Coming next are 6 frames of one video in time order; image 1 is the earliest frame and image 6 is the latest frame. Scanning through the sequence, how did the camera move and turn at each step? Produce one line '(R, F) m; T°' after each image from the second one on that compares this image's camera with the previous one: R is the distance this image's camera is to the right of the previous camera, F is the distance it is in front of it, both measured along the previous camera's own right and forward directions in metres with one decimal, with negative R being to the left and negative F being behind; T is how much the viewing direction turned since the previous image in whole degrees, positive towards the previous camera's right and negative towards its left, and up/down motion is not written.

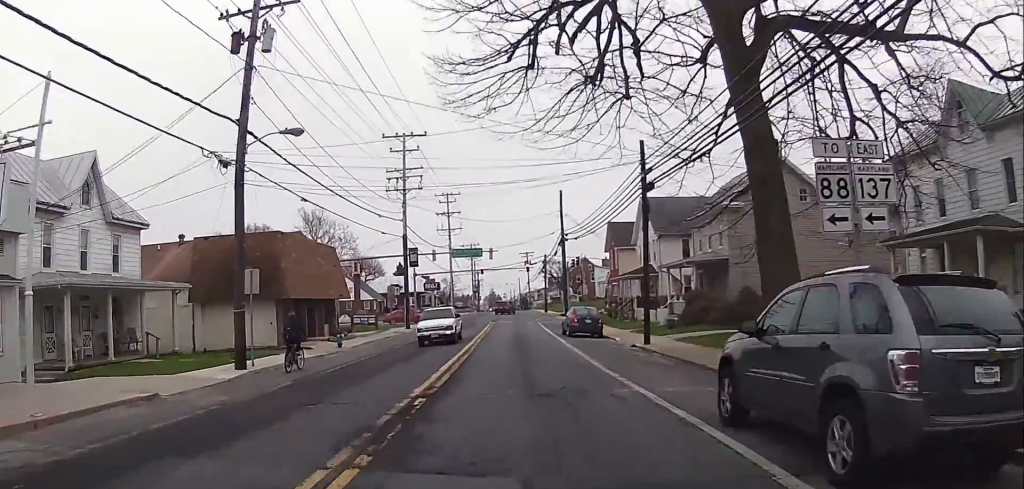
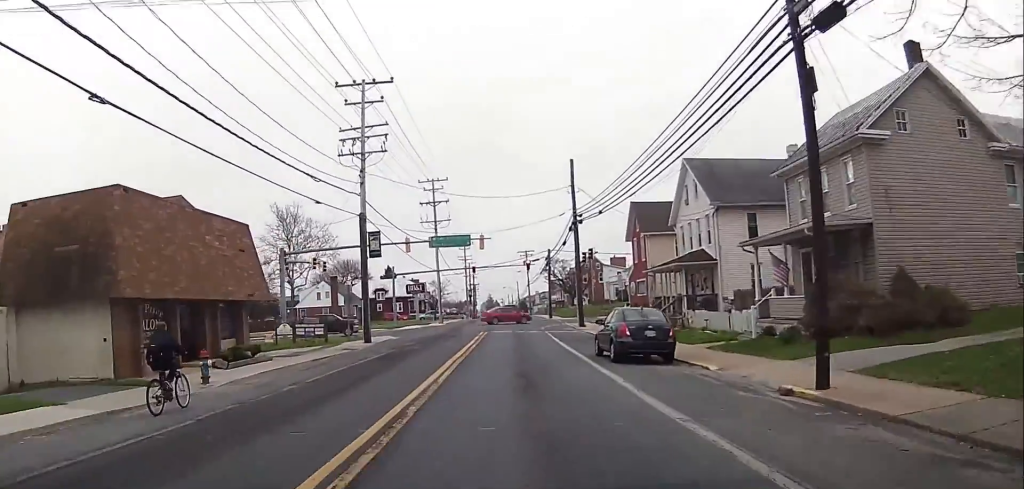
(+0.3, +15.4) m; +3°
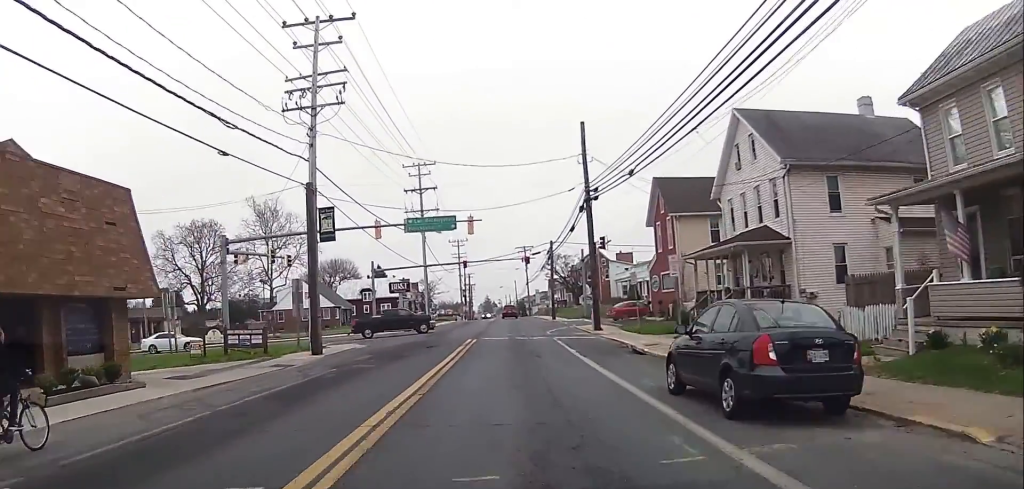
(+0.2, +10.7) m; +1°
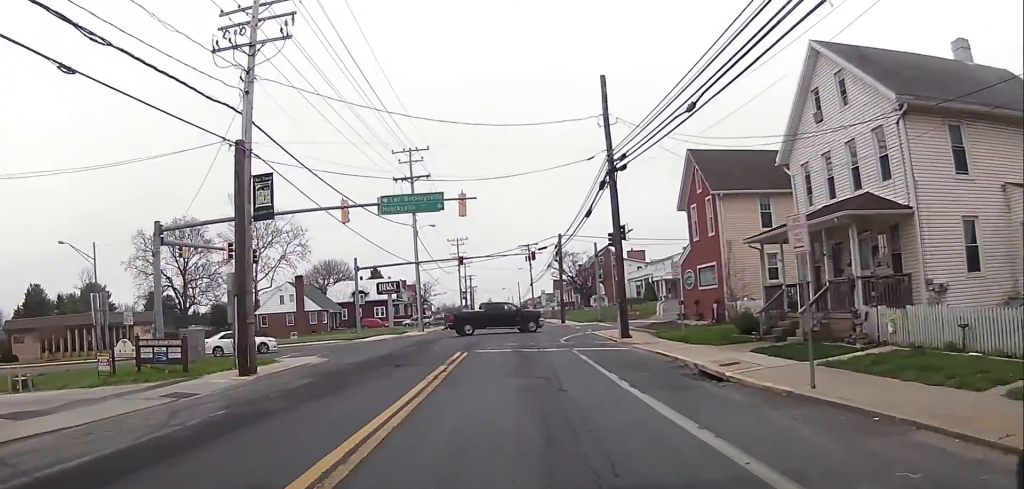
(0.0, +9.2) m; -1°
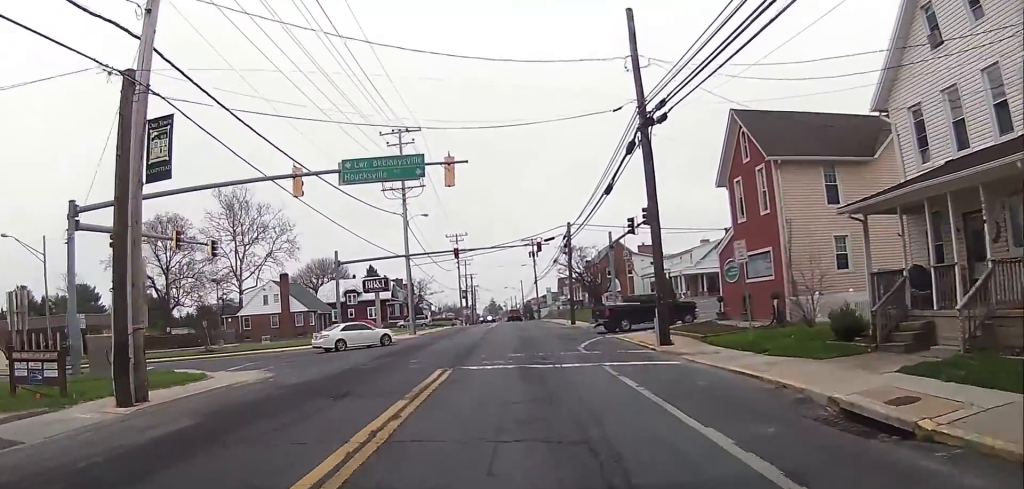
(-0.1, +8.3) m; +1°
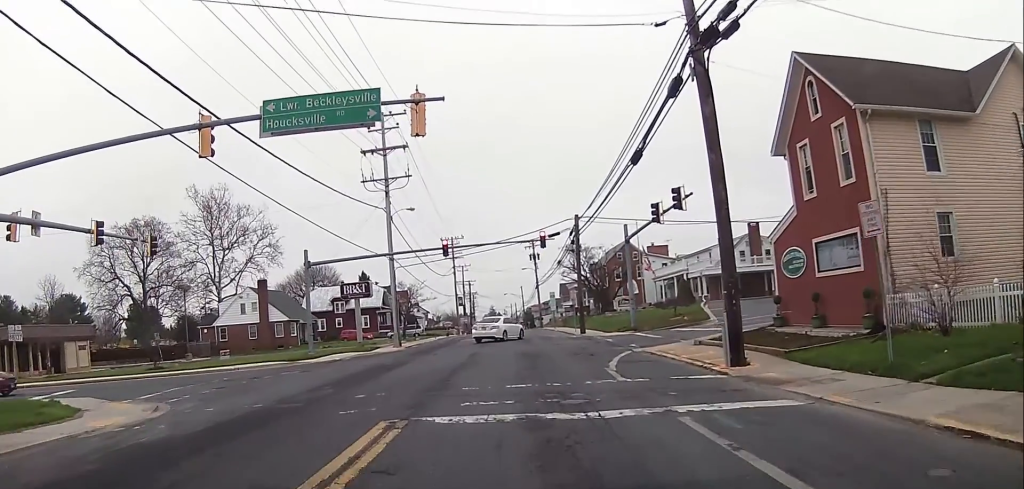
(+0.7, +9.6) m; +7°
